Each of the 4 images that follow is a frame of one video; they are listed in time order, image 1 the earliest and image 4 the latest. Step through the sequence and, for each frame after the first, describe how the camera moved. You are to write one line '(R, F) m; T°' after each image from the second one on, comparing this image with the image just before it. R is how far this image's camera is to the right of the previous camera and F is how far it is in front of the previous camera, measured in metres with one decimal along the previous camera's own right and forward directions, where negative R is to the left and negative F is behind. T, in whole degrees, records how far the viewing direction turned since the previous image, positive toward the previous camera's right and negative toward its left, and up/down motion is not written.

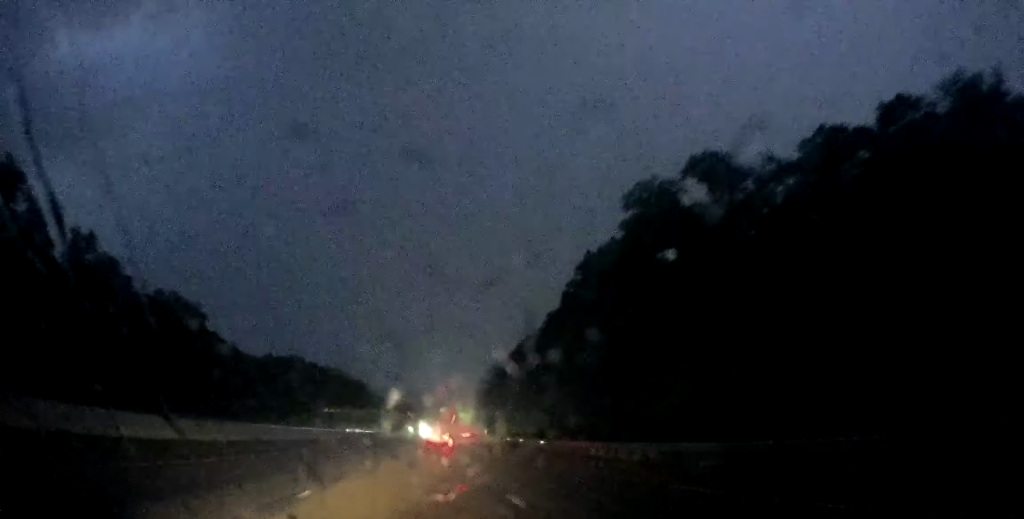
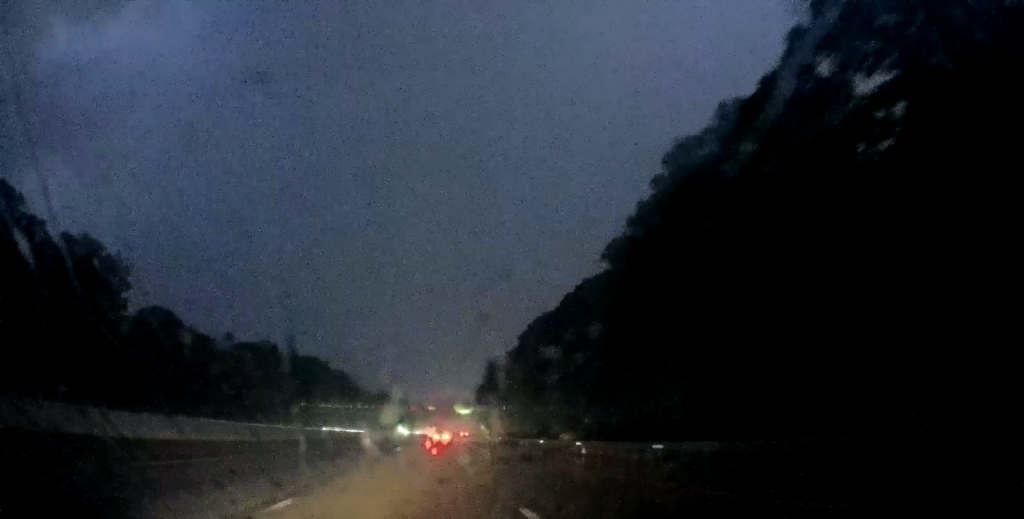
(+0.4, +26.2) m; +1°
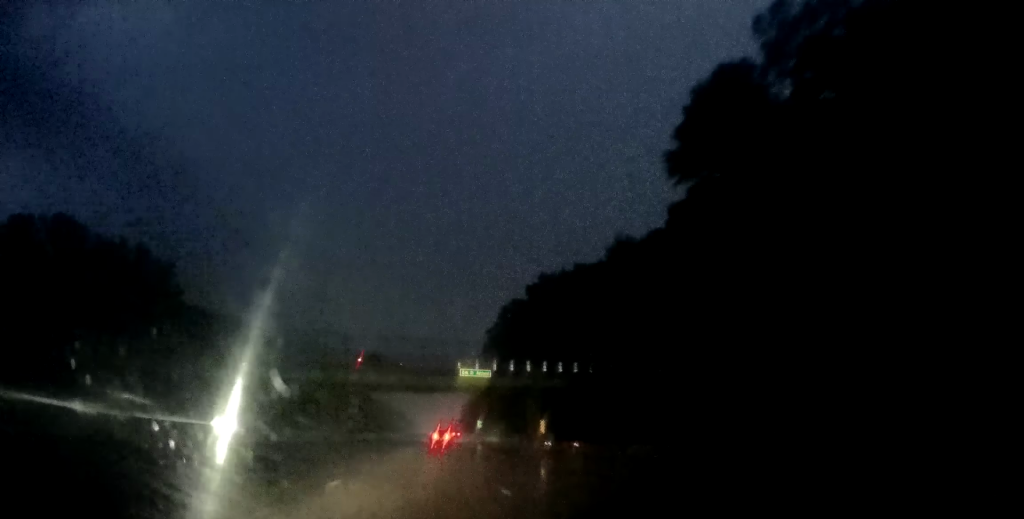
(+3.5, +93.7) m; +4°
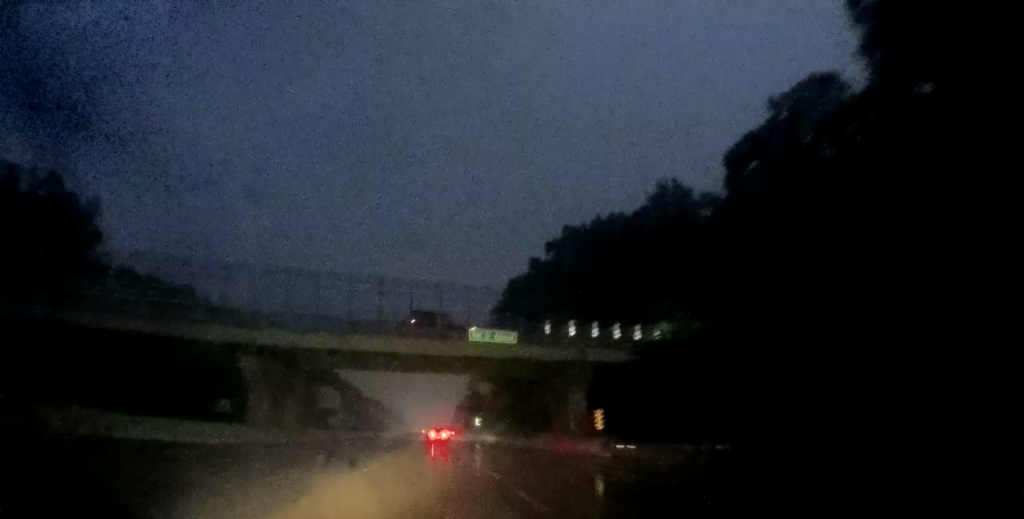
(+0.1, +20.0) m; 0°
